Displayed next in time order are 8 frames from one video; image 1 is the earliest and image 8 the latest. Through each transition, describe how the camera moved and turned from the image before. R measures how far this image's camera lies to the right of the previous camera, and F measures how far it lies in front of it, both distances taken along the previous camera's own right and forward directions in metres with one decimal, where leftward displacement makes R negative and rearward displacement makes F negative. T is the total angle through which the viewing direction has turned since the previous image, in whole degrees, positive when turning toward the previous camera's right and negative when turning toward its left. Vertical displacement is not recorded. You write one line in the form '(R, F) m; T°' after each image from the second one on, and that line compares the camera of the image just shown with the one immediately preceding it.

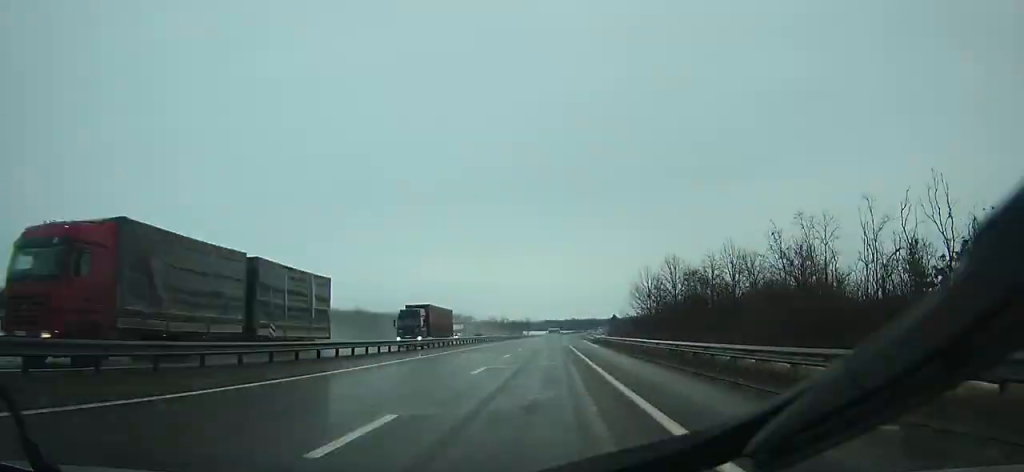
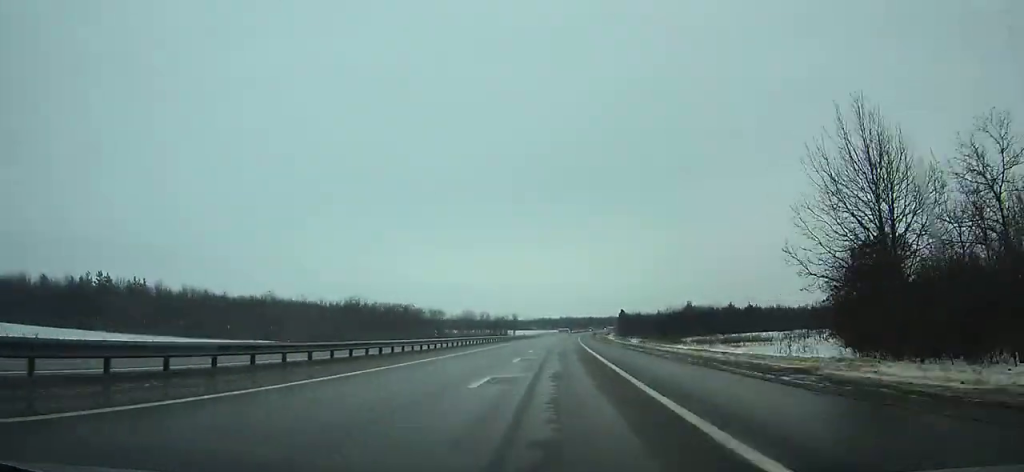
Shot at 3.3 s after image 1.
(+0.3, +85.1) m; +1°
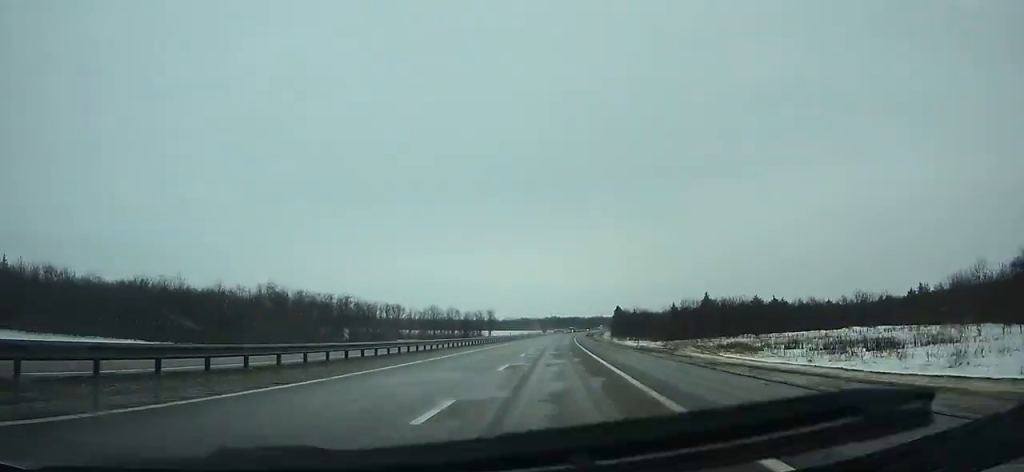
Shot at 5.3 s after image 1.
(+0.6, +52.1) m; +1°
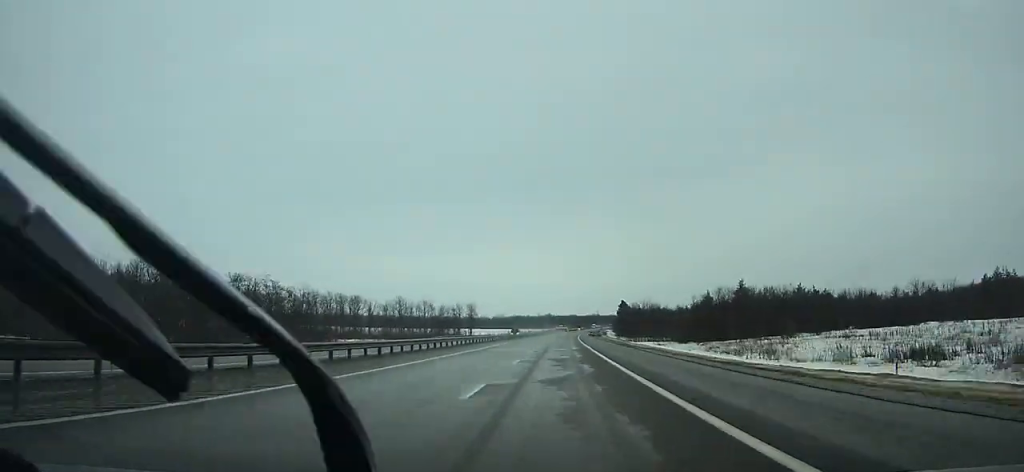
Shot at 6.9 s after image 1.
(+0.1, +41.9) m; +1°
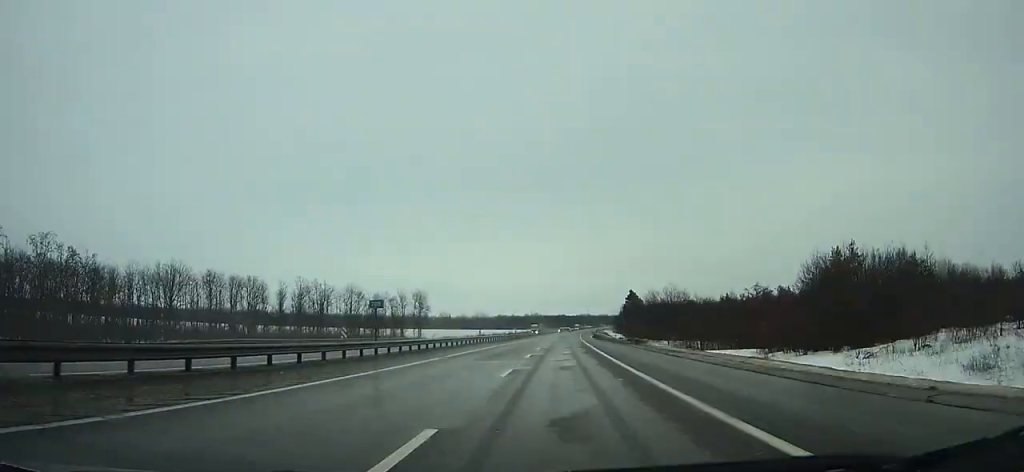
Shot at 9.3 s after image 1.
(+0.7, +63.6) m; +1°
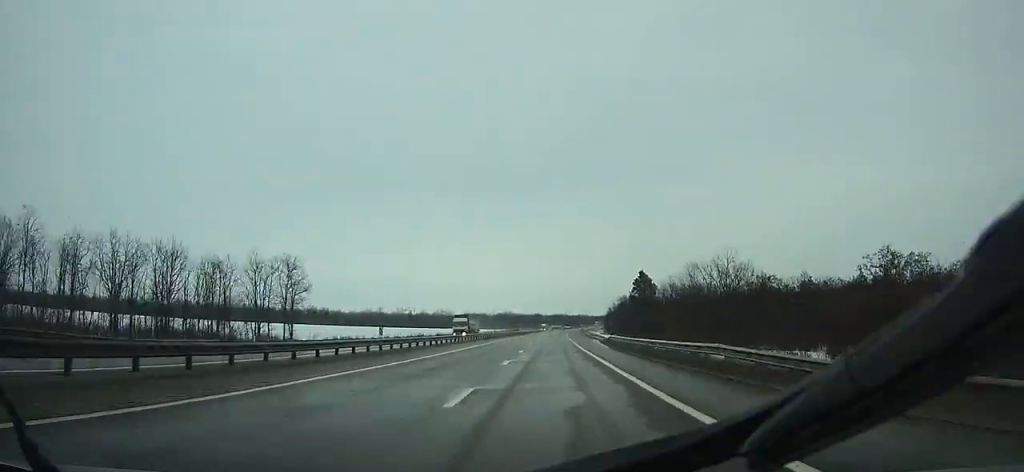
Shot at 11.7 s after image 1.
(+1.0, +63.9) m; +1°
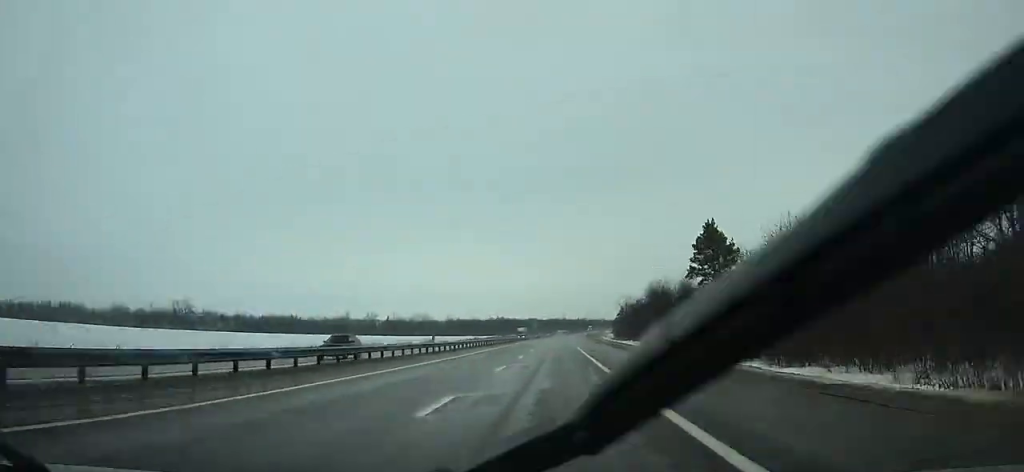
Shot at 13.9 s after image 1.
(+0.6, +58.9) m; +1°
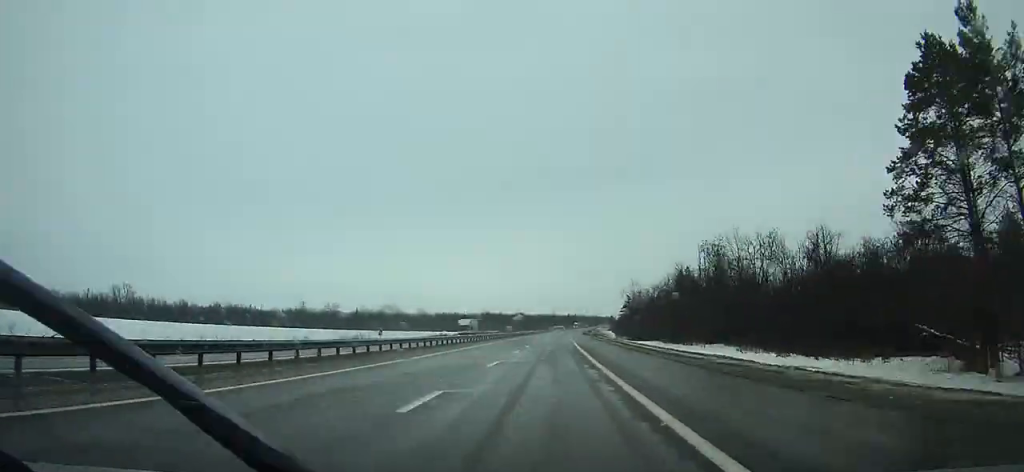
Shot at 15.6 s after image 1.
(+0.2, +45.7) m; +1°
